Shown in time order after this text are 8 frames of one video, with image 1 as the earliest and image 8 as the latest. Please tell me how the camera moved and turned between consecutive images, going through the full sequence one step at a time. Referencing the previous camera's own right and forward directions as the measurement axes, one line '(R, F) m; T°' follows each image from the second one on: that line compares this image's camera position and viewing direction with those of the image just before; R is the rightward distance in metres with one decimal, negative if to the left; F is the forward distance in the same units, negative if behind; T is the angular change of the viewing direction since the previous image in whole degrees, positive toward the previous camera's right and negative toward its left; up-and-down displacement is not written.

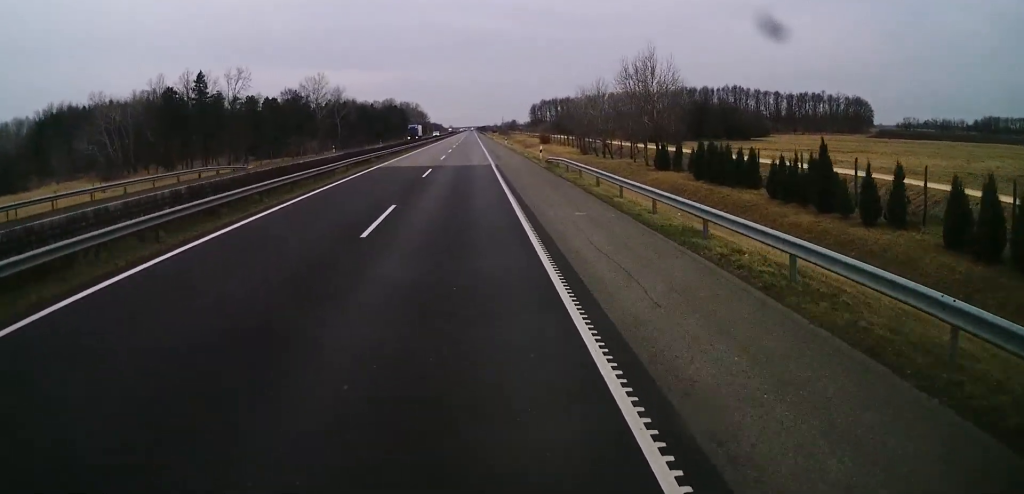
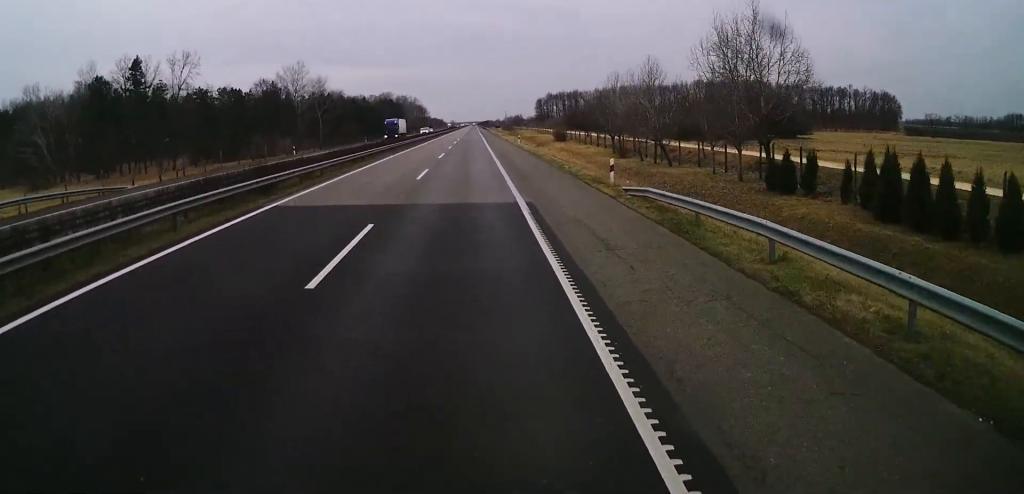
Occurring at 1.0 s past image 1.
(0.0, +23.1) m; 0°
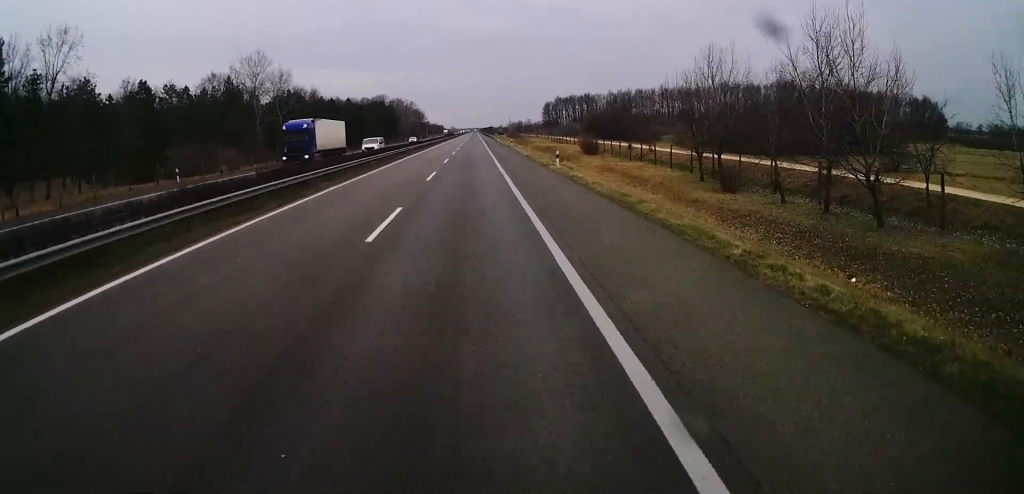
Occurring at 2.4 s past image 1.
(0.0, +31.5) m; 0°
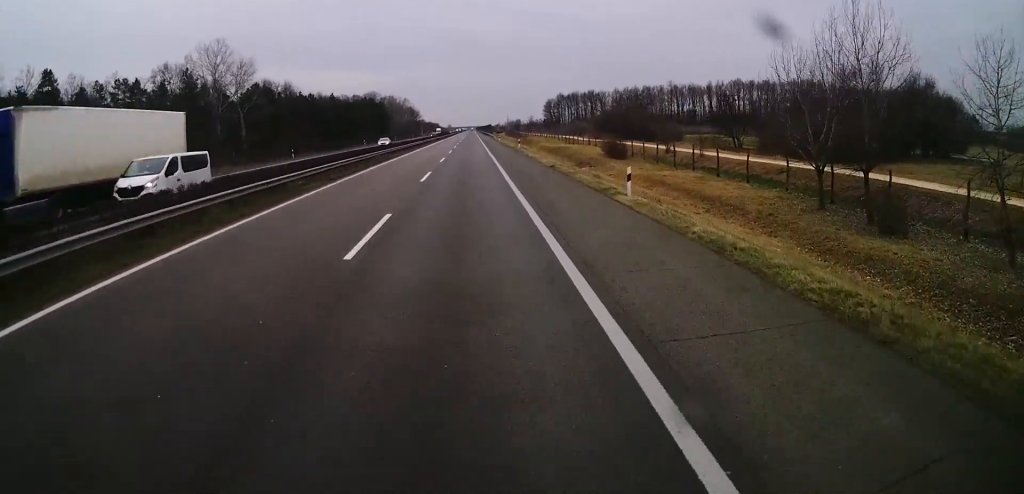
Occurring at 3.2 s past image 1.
(0.0, +19.3) m; +1°
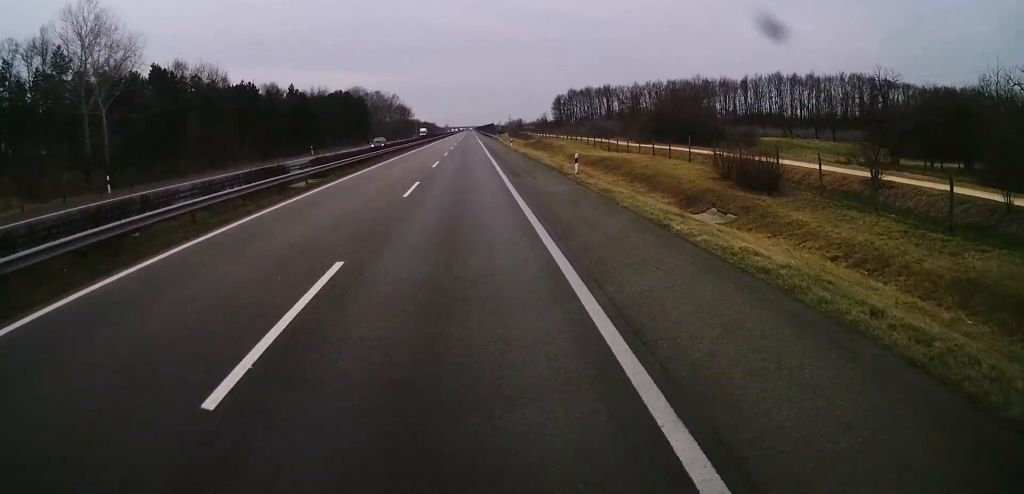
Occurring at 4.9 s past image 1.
(+0.1, +40.1) m; -1°
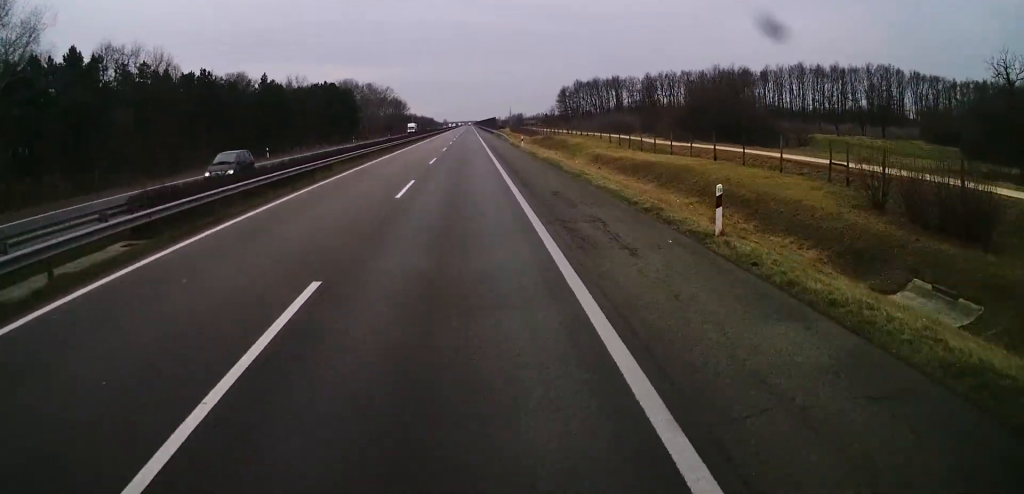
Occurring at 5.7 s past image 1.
(-0.1, +18.5) m; 0°
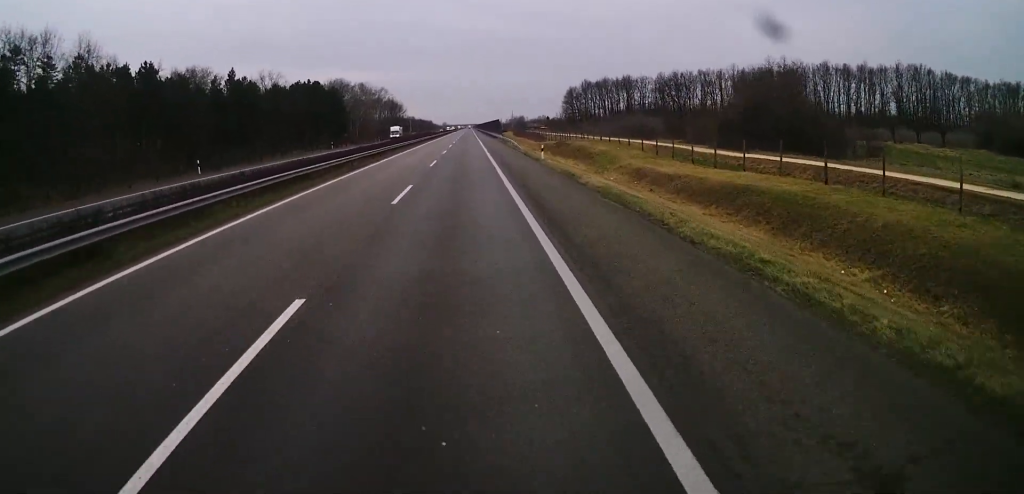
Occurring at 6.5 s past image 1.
(0.0, +17.7) m; 0°
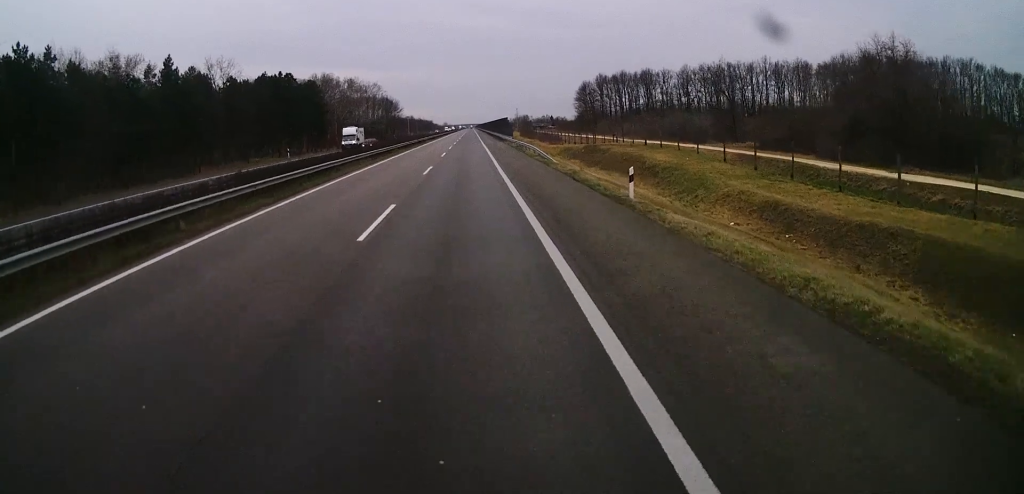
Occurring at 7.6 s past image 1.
(0.0, +24.7) m; 0°
